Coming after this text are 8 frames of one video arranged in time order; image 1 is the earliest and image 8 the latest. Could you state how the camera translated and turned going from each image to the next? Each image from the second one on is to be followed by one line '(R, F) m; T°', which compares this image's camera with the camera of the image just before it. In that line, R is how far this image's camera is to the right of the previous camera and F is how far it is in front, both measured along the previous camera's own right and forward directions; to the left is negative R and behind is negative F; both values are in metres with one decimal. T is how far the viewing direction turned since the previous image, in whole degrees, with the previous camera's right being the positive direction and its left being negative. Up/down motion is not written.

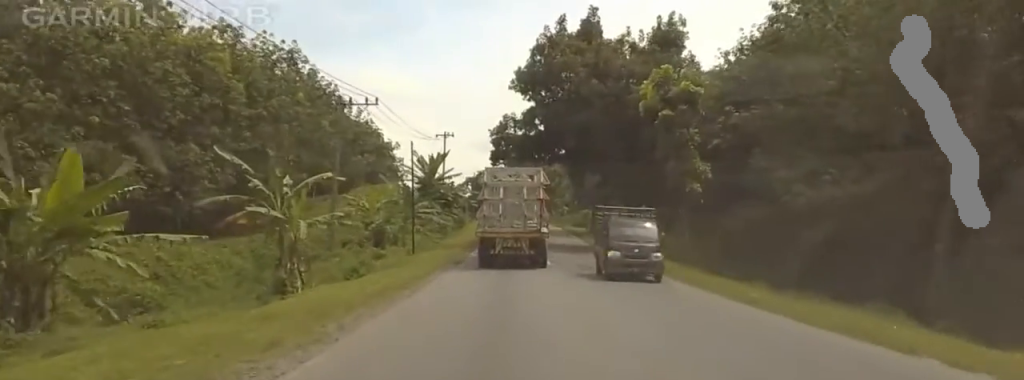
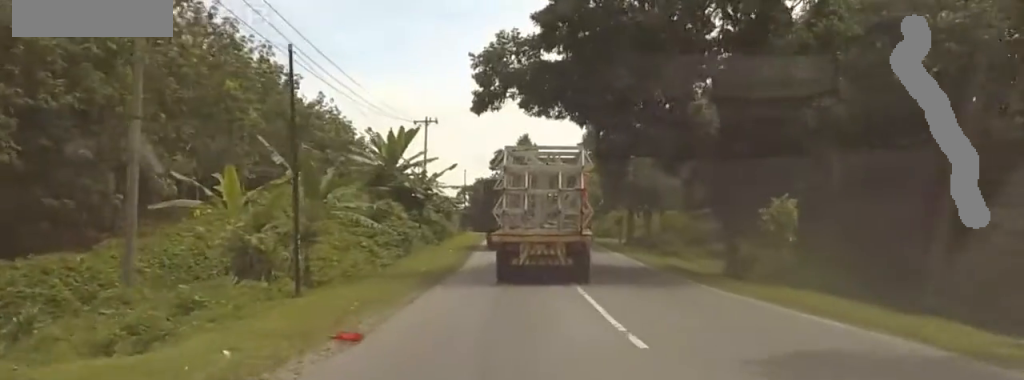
(-2.7, +16.6) m; -7°
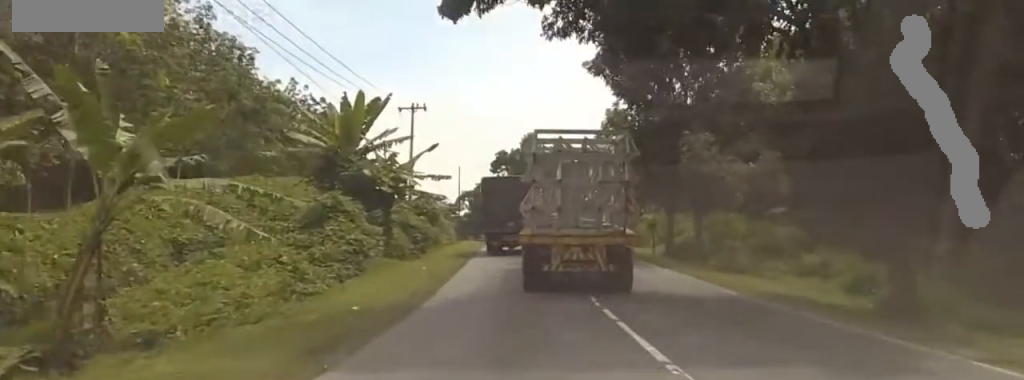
(+0.5, +10.0) m; +2°
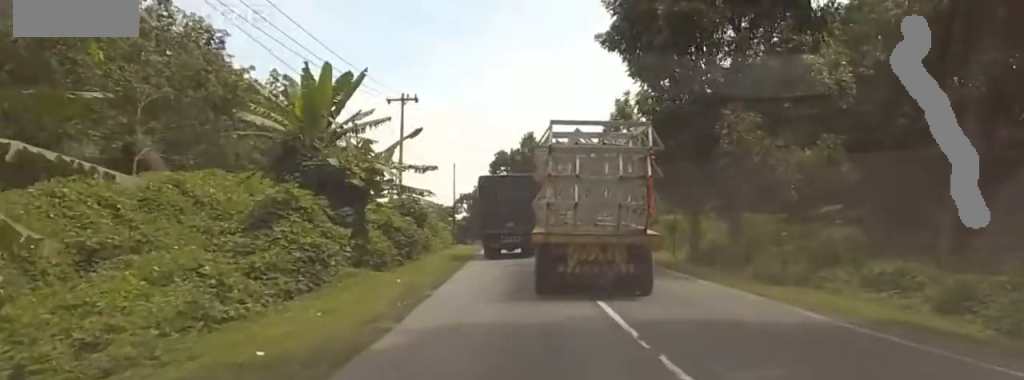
(-0.2, +4.9) m; -2°
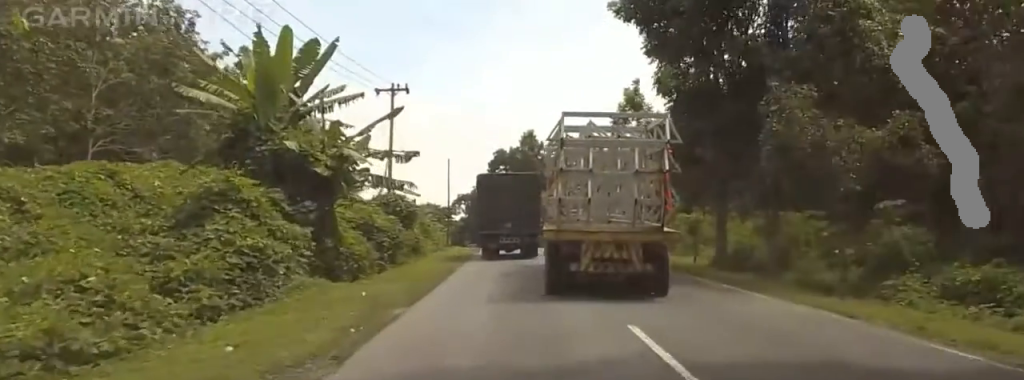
(-0.1, +4.0) m; -2°
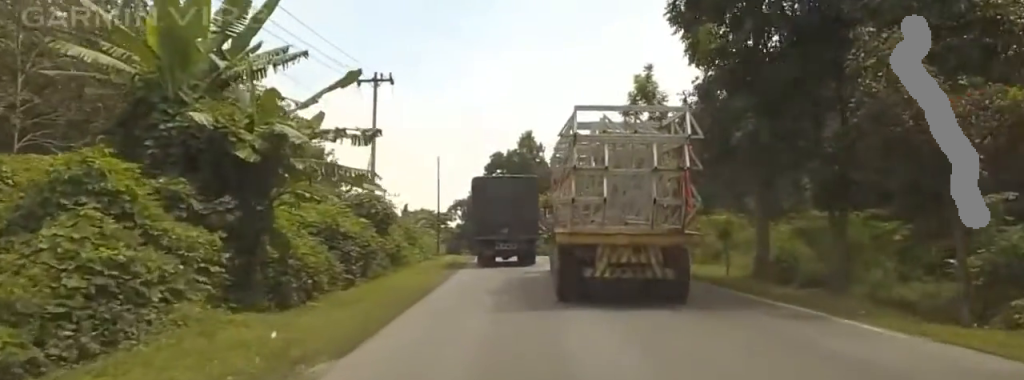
(0.0, +4.9) m; +2°
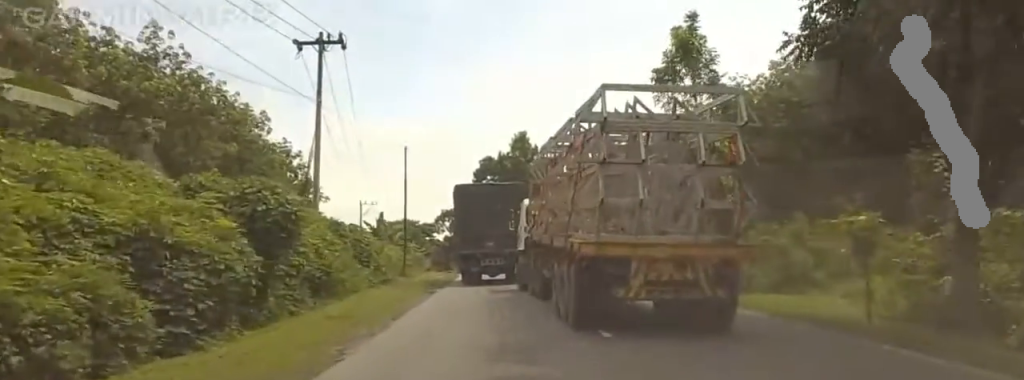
(+0.5, +10.9) m; +1°
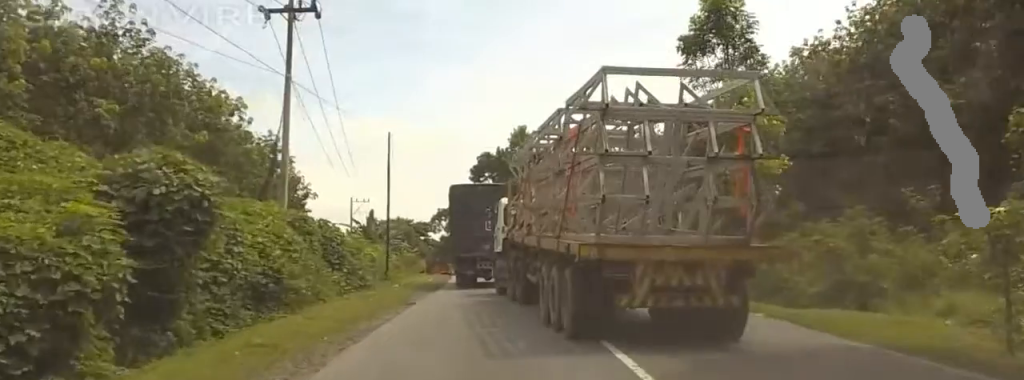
(-0.3, +4.5) m; -3°
